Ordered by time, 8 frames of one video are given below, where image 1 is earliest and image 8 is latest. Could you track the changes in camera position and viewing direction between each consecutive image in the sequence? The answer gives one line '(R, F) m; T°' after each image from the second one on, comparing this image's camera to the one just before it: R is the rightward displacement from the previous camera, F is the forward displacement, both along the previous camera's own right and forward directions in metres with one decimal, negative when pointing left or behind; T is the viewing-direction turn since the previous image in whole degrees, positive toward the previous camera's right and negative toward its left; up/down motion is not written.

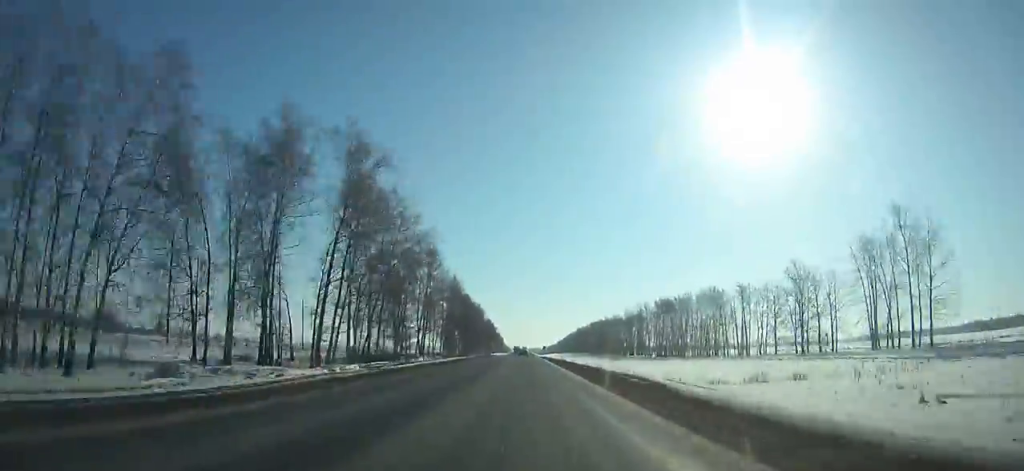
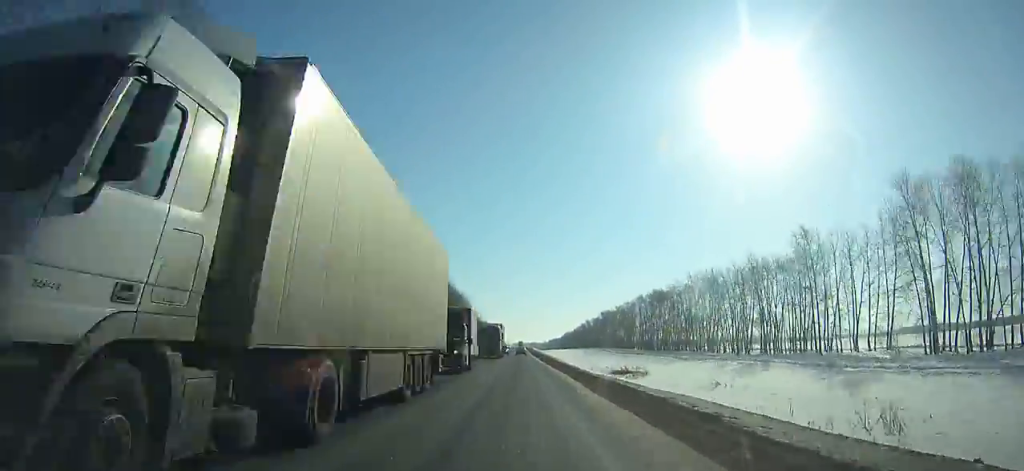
(-0.1, +164.5) m; 0°
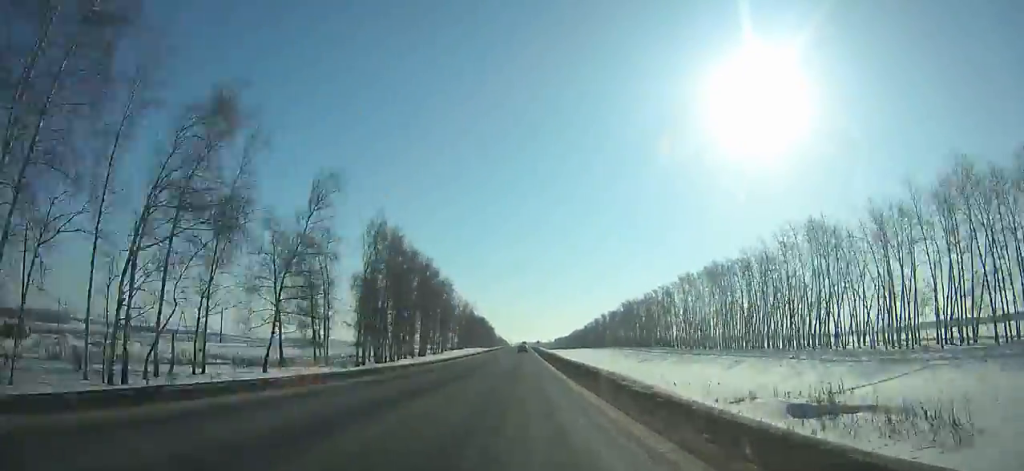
(-0.1, +58.8) m; 0°
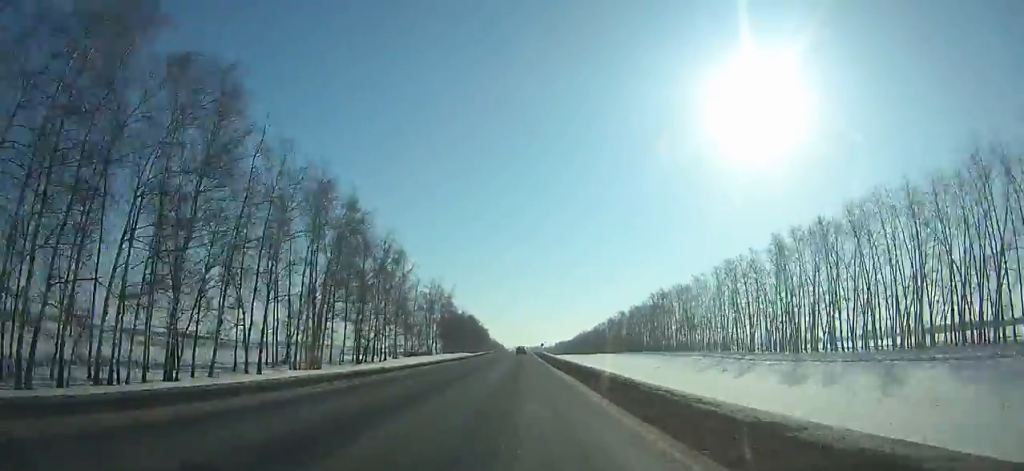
(0.0, +64.6) m; 0°
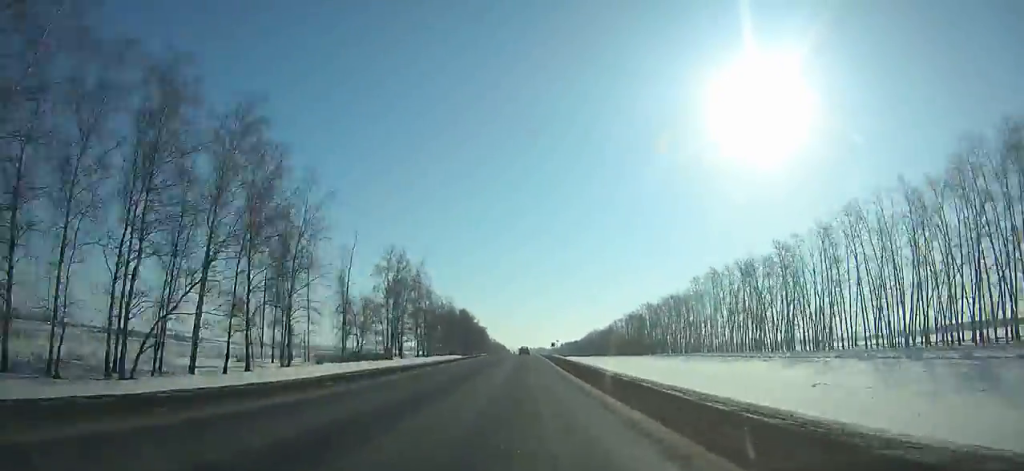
(0.0, +48.9) m; 0°
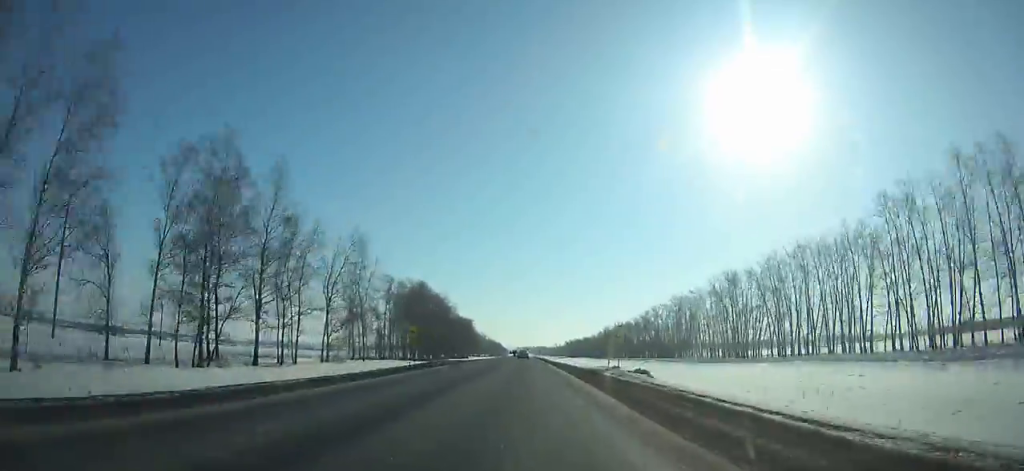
(+0.1, +87.2) m; 0°
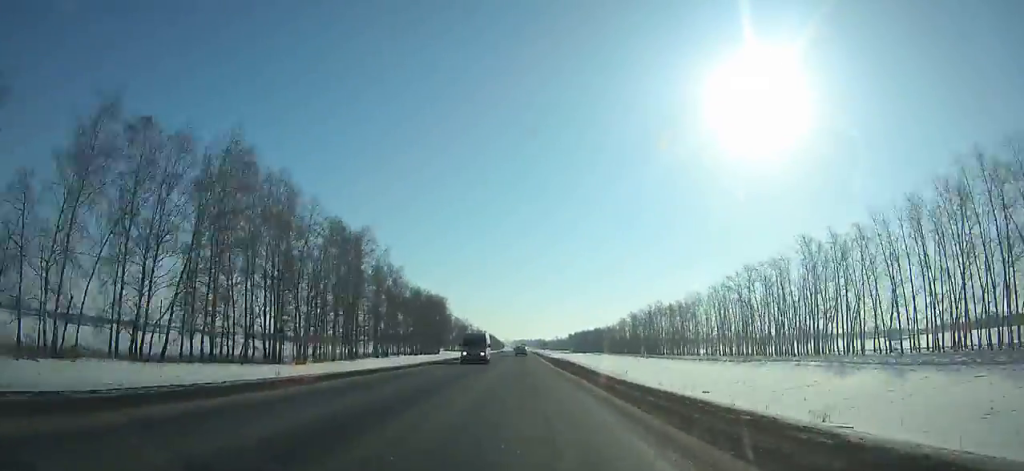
(-0.1, +84.6) m; 0°
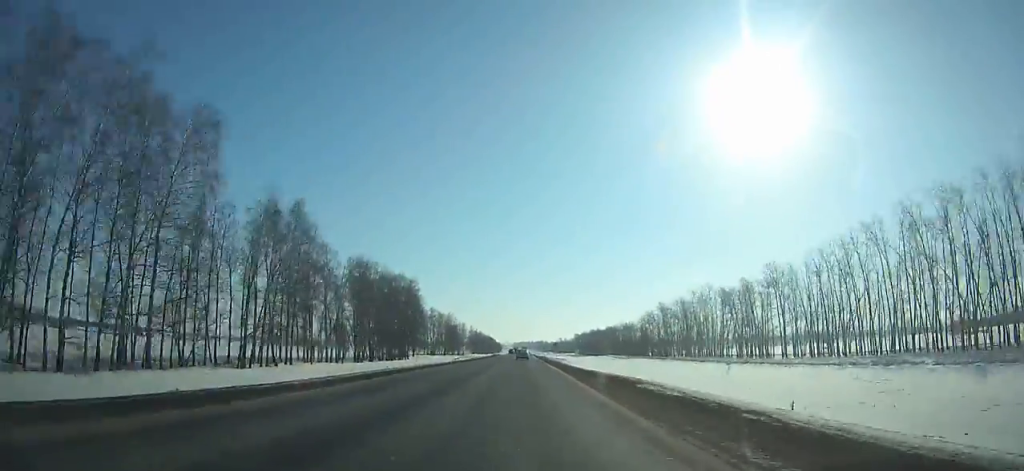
(0.0, +51.6) m; 0°
